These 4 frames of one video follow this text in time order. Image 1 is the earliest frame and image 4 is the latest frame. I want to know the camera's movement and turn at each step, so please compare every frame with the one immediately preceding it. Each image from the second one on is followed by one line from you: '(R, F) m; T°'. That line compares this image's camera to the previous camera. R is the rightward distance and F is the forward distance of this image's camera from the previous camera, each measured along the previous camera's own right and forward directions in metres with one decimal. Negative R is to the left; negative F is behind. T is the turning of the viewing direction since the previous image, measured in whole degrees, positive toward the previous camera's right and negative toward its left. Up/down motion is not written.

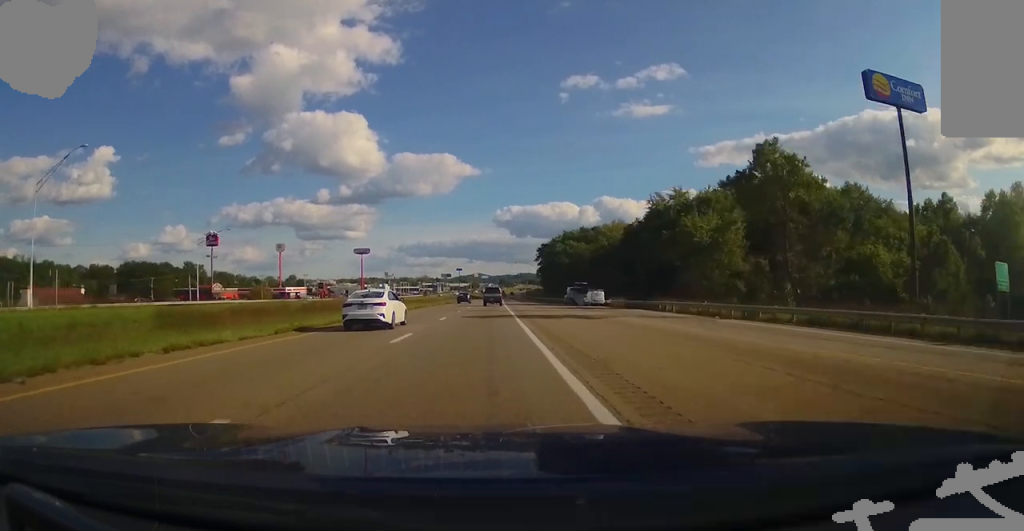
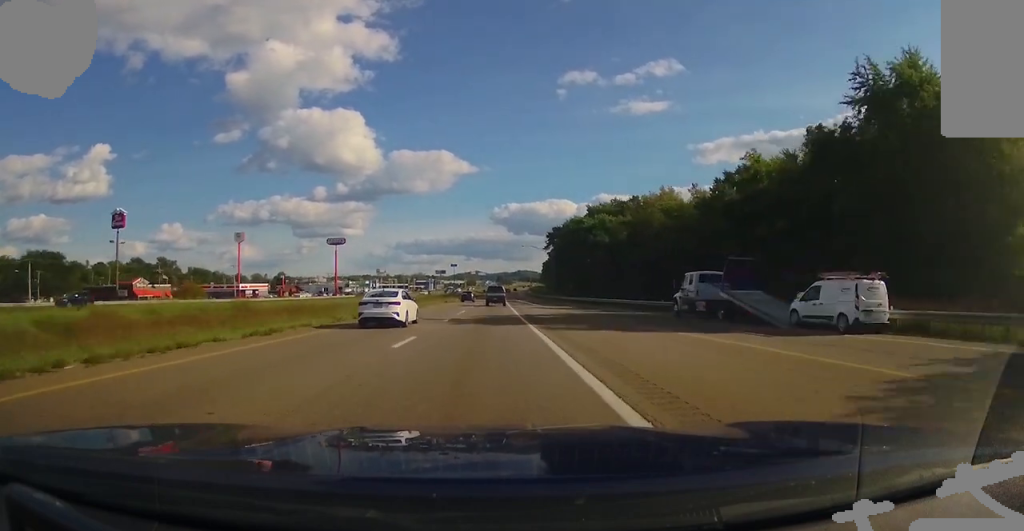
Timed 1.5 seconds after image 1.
(+0.9, +51.1) m; +1°
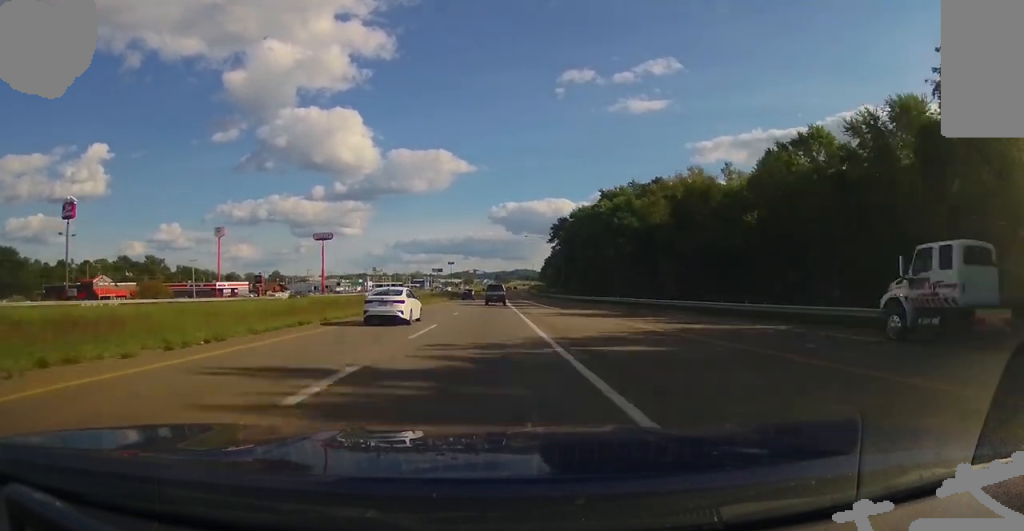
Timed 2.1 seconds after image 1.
(0.0, +19.2) m; 0°
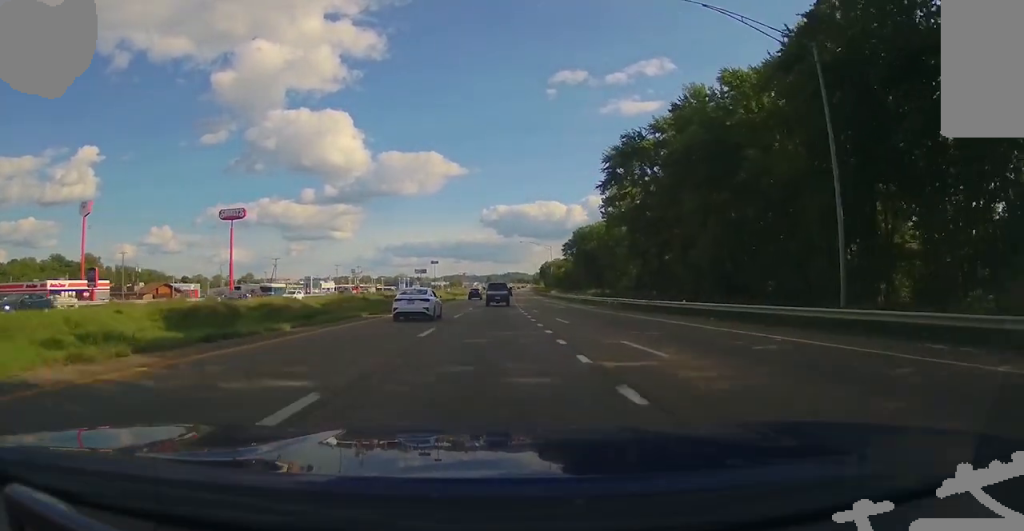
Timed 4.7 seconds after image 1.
(0.0, +88.7) m; 0°
